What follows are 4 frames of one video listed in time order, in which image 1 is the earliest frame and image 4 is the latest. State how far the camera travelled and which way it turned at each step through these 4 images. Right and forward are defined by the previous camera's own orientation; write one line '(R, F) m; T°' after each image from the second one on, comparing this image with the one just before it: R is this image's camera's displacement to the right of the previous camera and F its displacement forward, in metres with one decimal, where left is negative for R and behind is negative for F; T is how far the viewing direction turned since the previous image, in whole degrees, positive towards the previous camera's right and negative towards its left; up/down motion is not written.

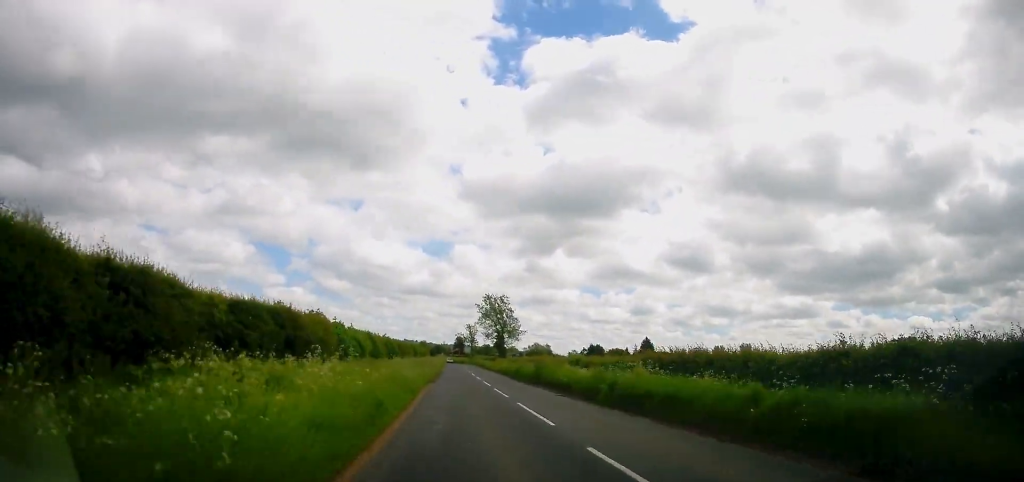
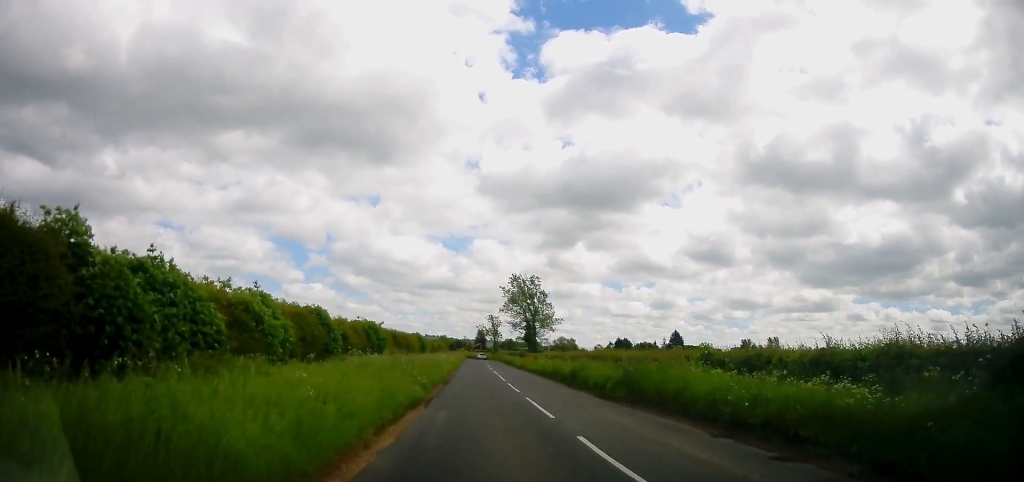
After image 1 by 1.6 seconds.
(0.0, +16.3) m; 0°
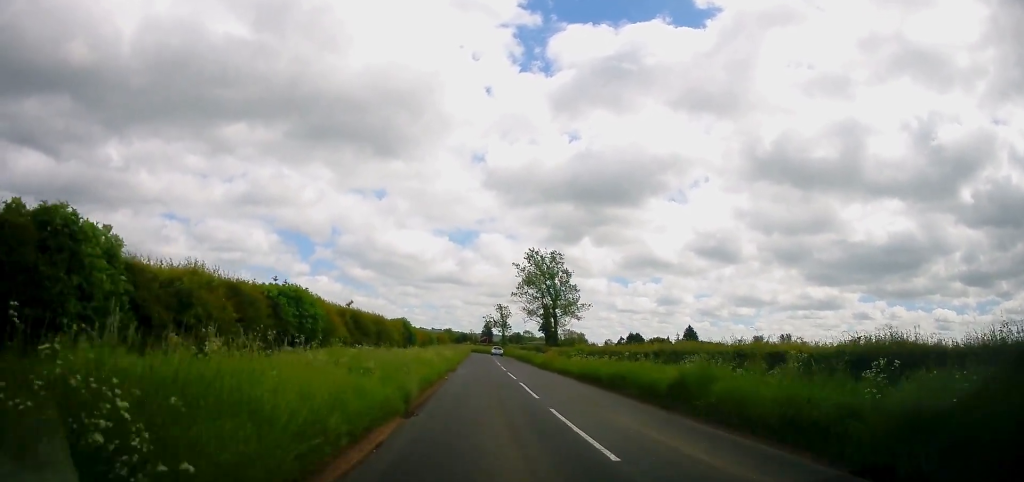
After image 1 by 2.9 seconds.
(-0.4, +14.3) m; -2°
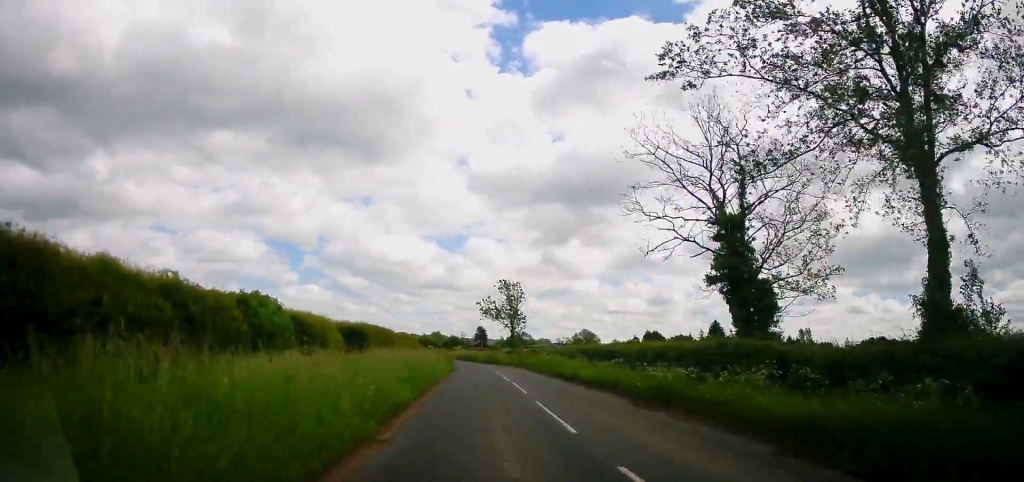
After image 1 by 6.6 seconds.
(-0.3, +50.5) m; +1°
